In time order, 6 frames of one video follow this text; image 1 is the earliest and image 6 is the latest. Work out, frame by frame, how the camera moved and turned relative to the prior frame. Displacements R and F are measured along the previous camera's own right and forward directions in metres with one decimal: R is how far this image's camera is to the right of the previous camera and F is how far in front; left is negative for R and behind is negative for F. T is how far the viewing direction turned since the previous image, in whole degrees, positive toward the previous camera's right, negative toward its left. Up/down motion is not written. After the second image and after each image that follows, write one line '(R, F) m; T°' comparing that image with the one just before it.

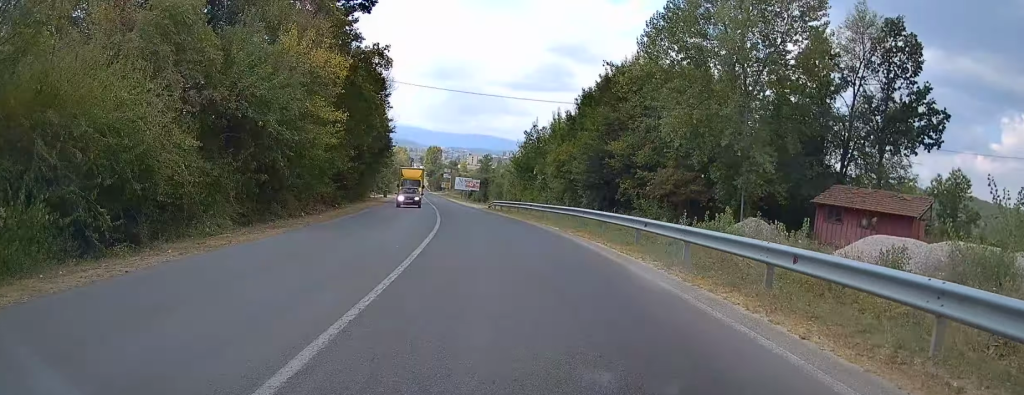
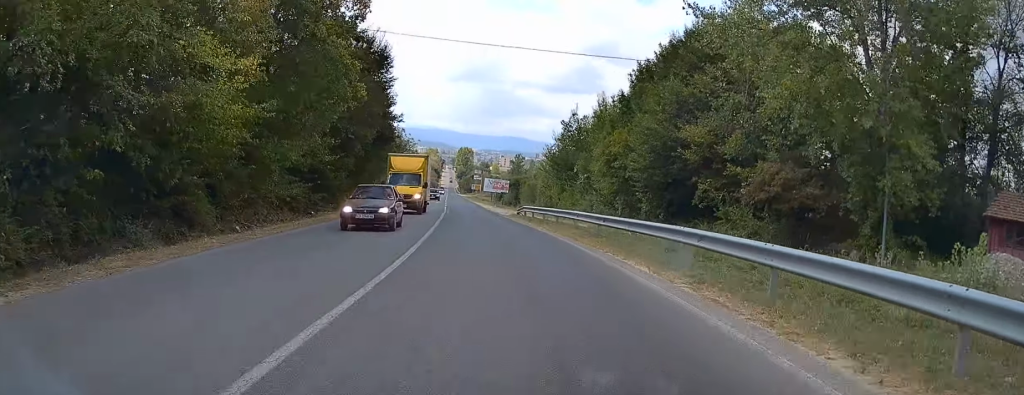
(-0.5, +12.4) m; -3°
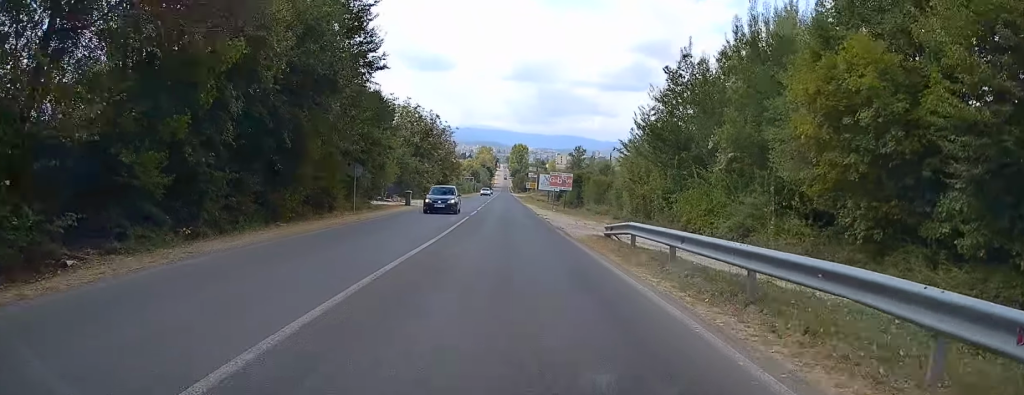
(-0.8, +24.4) m; -4°
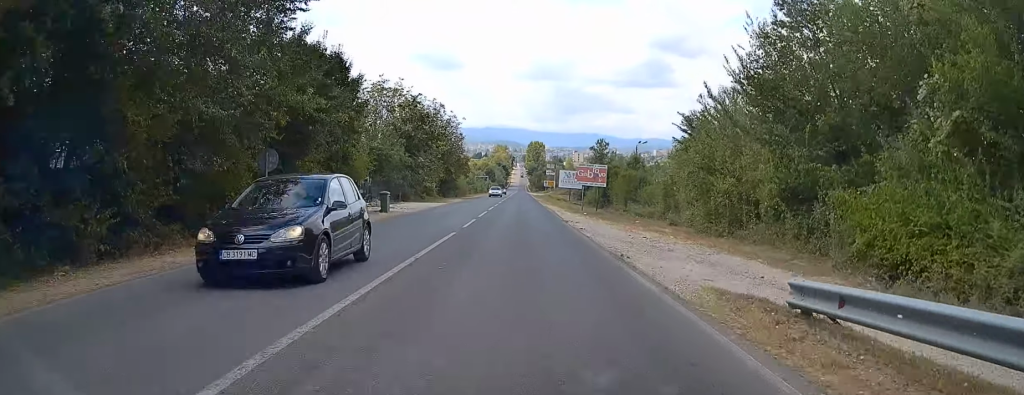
(-0.4, +13.4) m; -2°
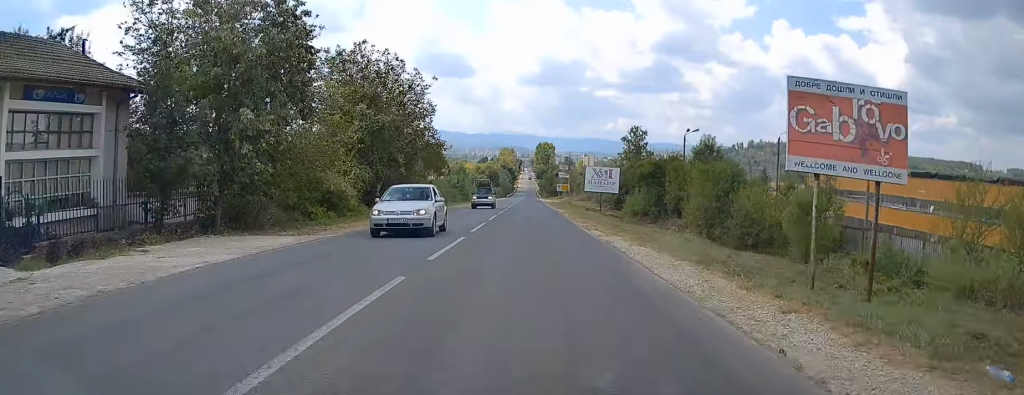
(+0.2, +35.4) m; 0°
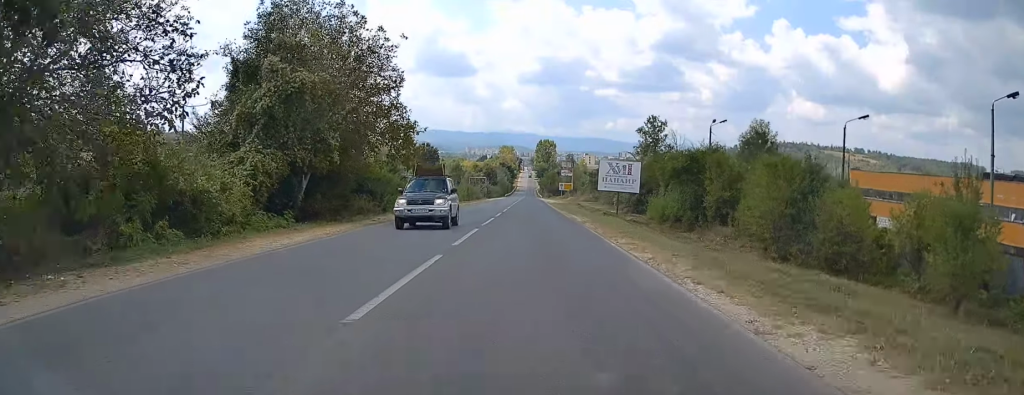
(0.0, +14.6) m; 0°
